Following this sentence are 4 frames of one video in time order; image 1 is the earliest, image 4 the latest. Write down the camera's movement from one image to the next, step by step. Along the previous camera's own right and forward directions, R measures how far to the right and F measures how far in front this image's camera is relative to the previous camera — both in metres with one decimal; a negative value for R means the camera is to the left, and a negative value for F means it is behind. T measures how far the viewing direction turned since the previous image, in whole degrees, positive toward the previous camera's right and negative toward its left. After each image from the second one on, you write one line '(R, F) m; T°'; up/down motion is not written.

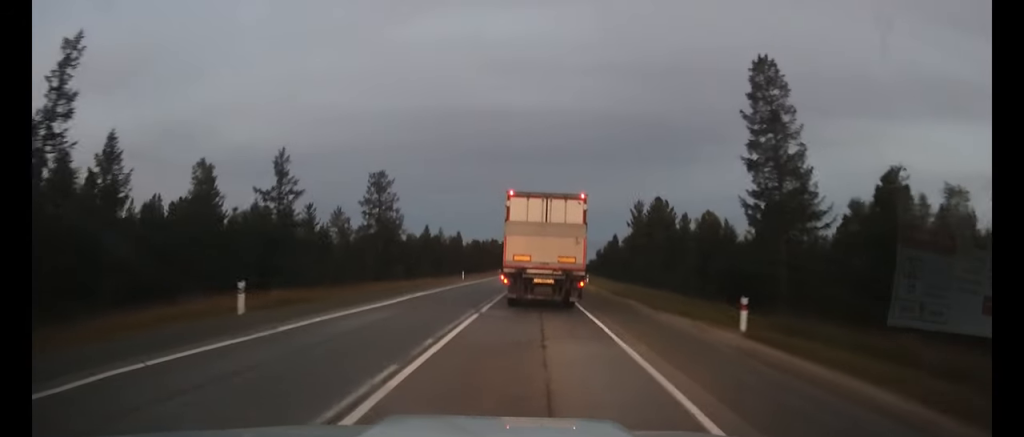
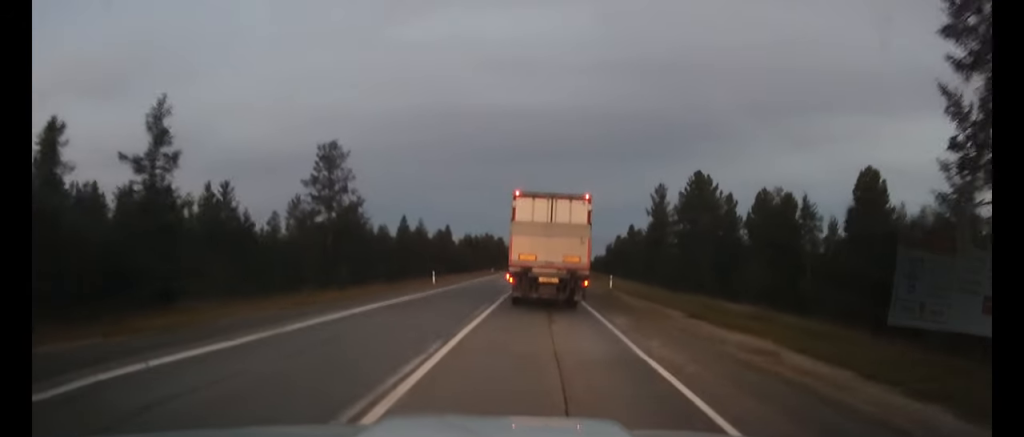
(0.0, +19.3) m; 0°
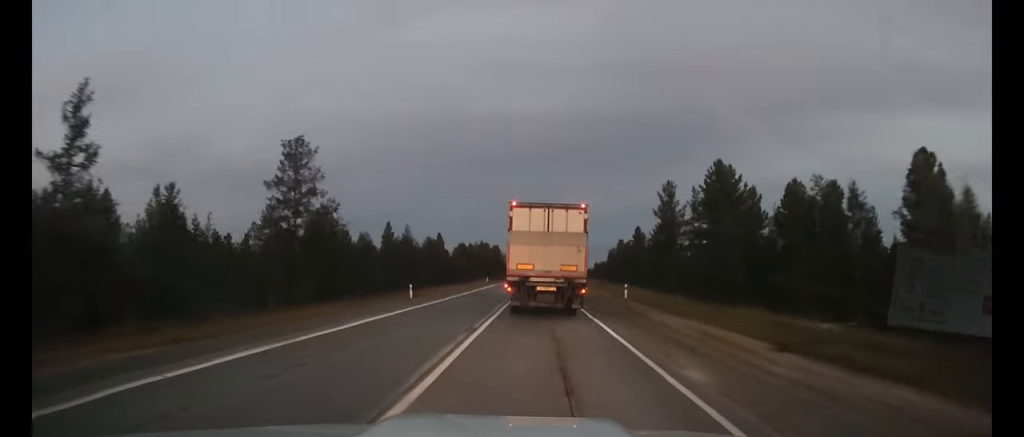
(0.0, +8.0) m; 0°
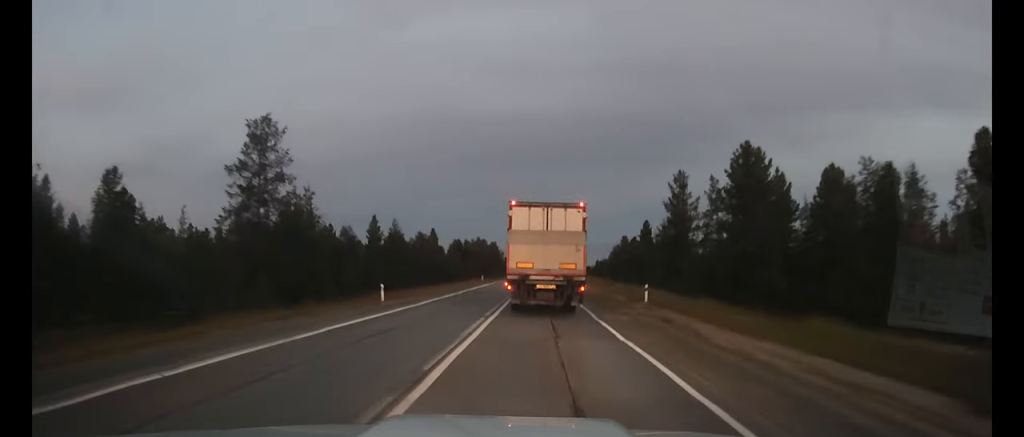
(0.0, +7.1) m; 0°
